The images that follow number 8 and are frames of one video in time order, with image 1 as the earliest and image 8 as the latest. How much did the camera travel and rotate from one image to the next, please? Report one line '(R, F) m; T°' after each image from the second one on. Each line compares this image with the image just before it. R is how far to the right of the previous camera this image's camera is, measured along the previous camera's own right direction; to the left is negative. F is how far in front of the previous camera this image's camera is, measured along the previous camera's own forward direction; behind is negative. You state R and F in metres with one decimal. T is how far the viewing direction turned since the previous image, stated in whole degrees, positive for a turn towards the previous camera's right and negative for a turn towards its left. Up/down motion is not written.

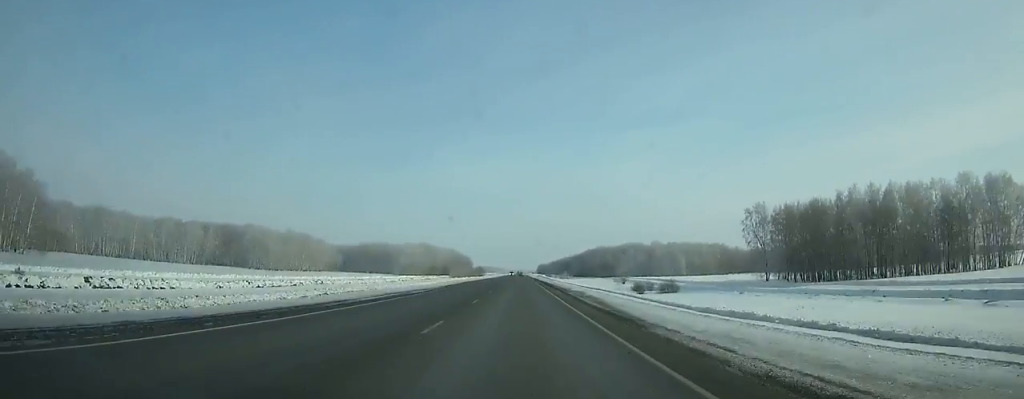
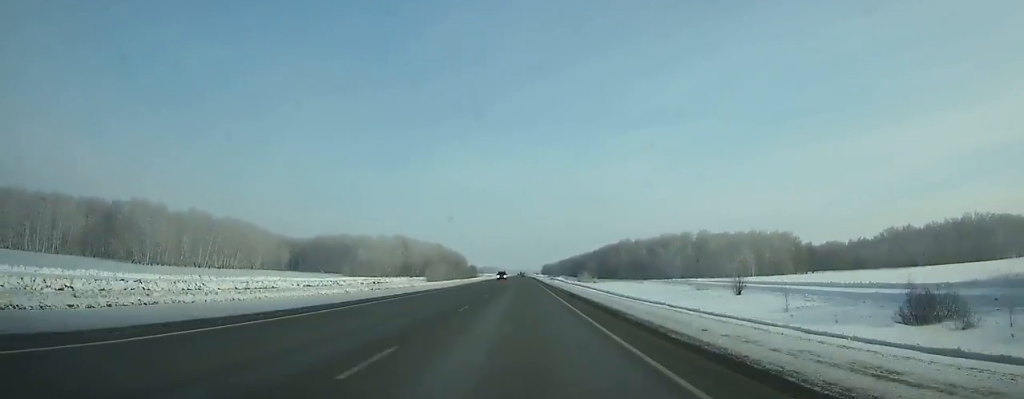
(0.0, +94.1) m; 0°
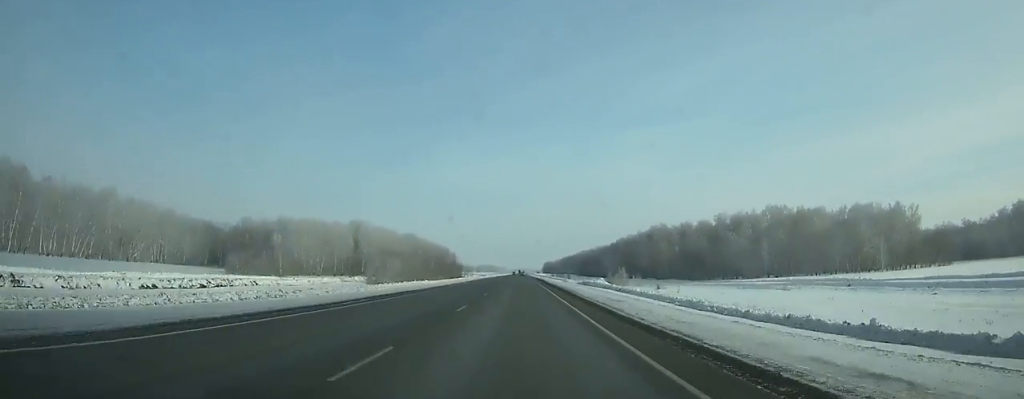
(-0.1, +86.2) m; 0°
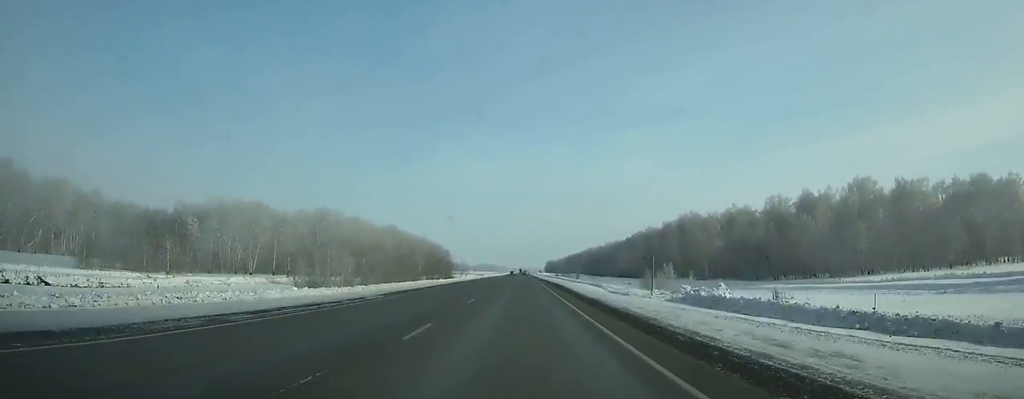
(0.0, +44.4) m; 0°
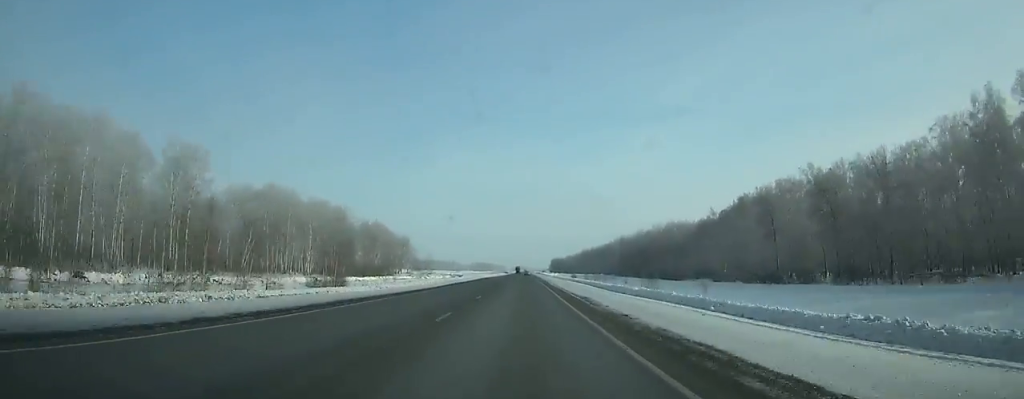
(+0.2, +151.4) m; 0°
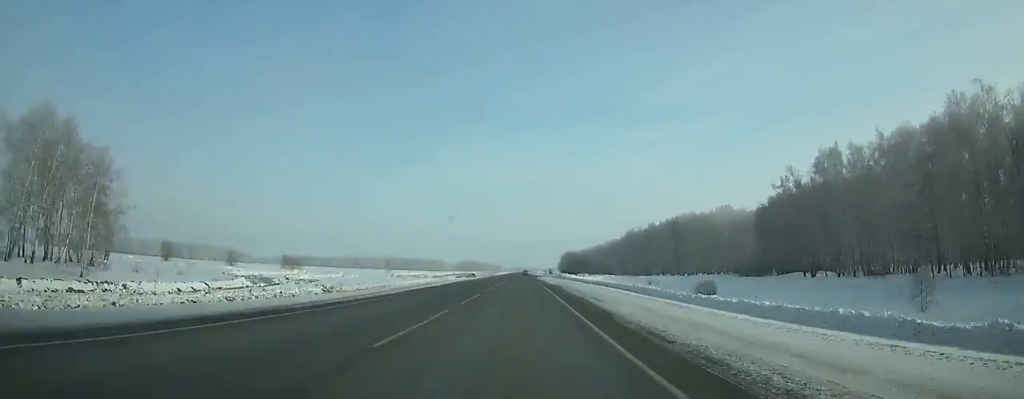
(-0.6, +217.4) m; 0°
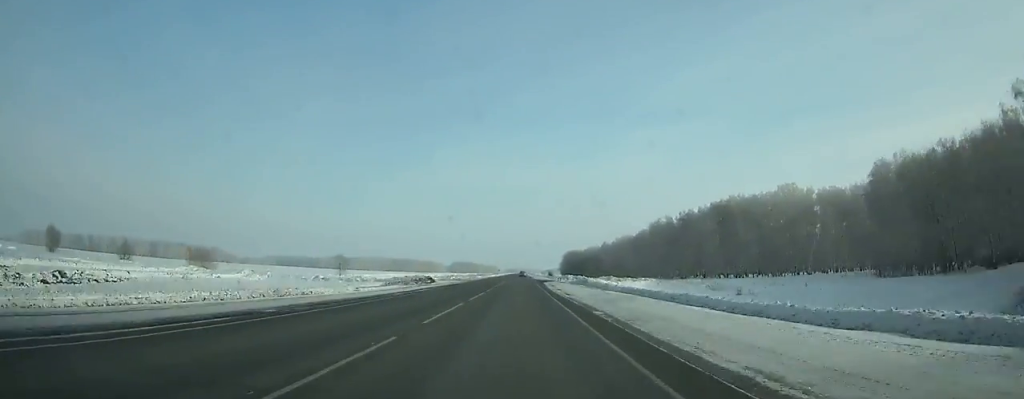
(0.0, +55.1) m; 0°
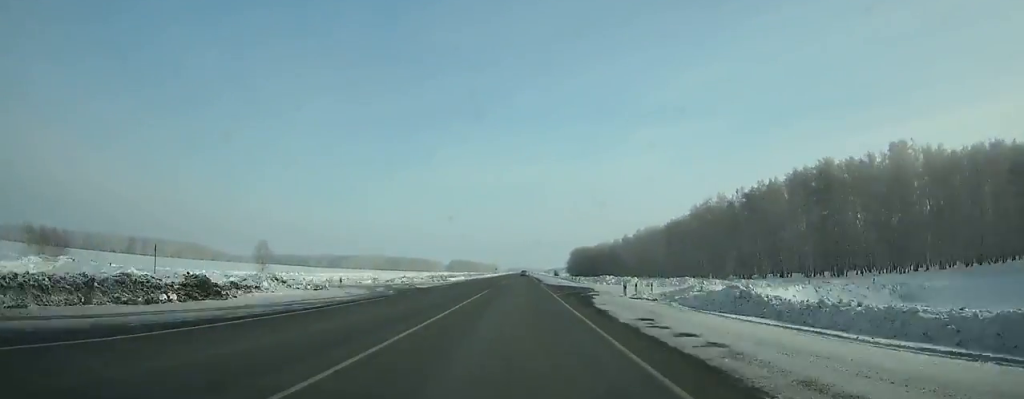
(0.0, +51.8) m; 0°
